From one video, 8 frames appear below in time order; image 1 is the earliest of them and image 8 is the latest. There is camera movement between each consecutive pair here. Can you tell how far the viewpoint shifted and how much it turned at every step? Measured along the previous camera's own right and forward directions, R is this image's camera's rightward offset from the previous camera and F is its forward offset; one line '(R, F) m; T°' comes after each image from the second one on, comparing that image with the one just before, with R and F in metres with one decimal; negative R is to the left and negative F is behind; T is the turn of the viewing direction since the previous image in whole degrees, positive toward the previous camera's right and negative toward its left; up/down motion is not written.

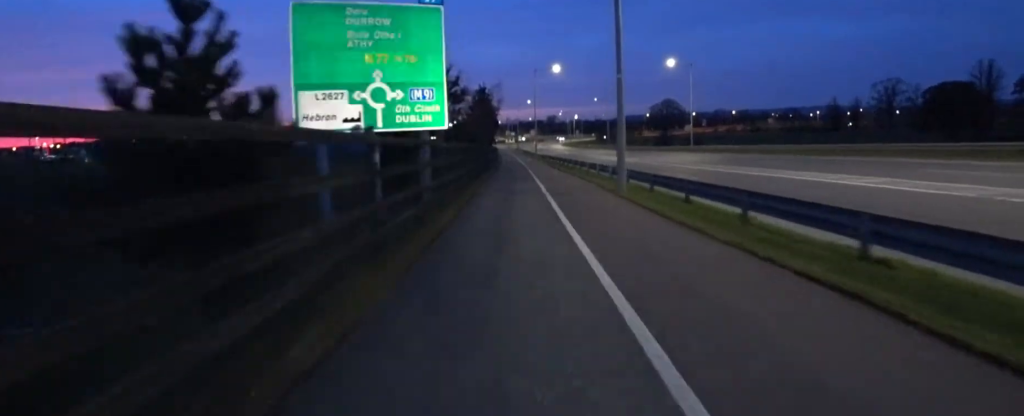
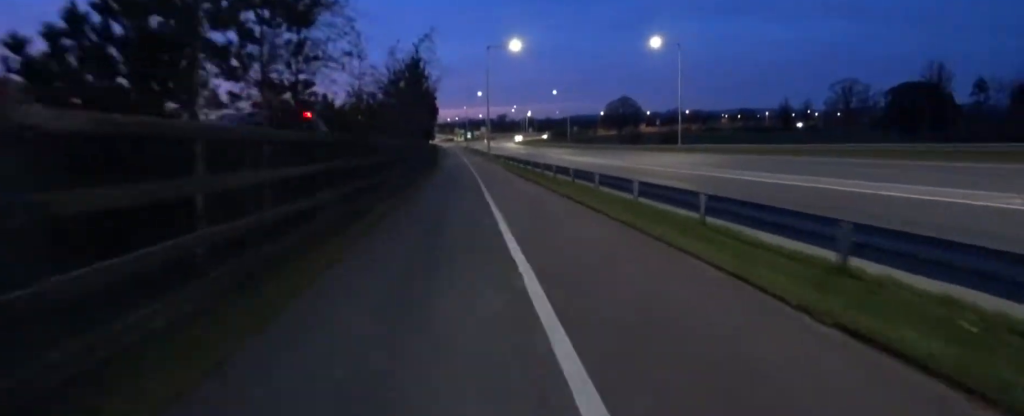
(+0.6, +10.8) m; -2°
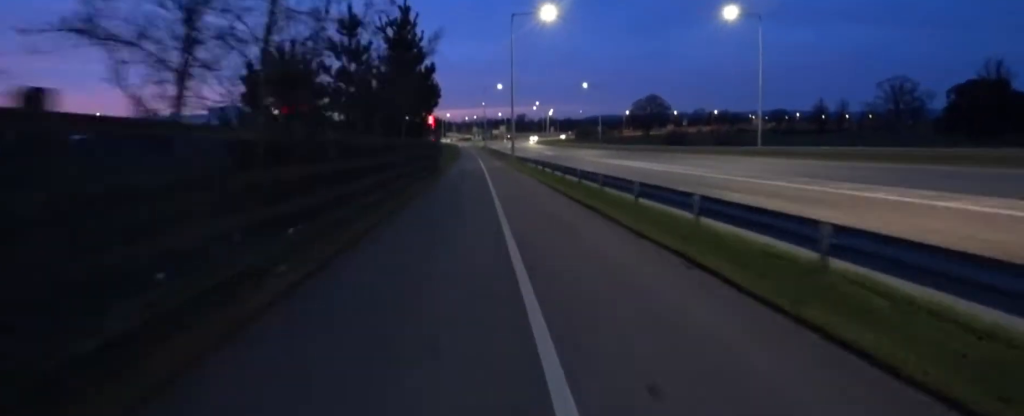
(-0.7, +9.6) m; -4°
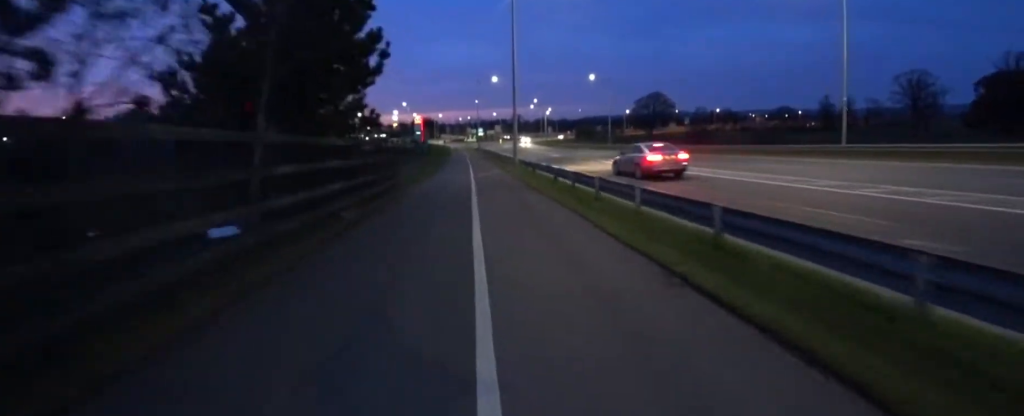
(0.0, +9.2) m; 0°
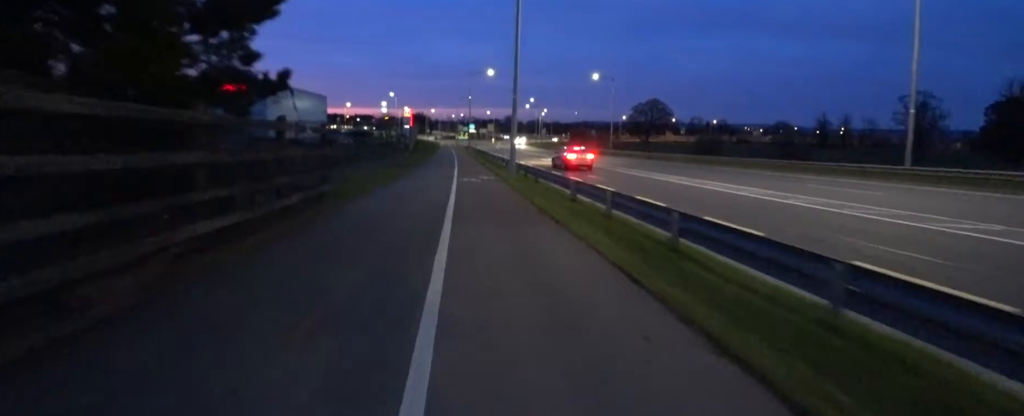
(0.0, +4.7) m; 0°
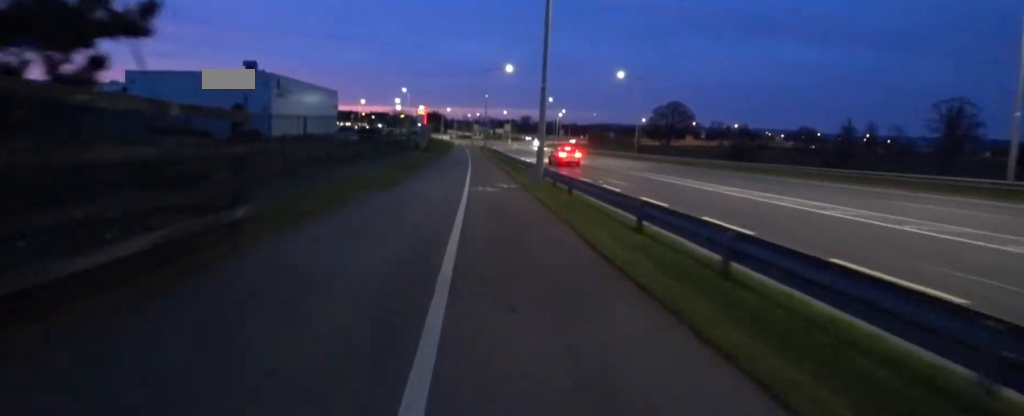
(0.0, +3.3) m; 0°
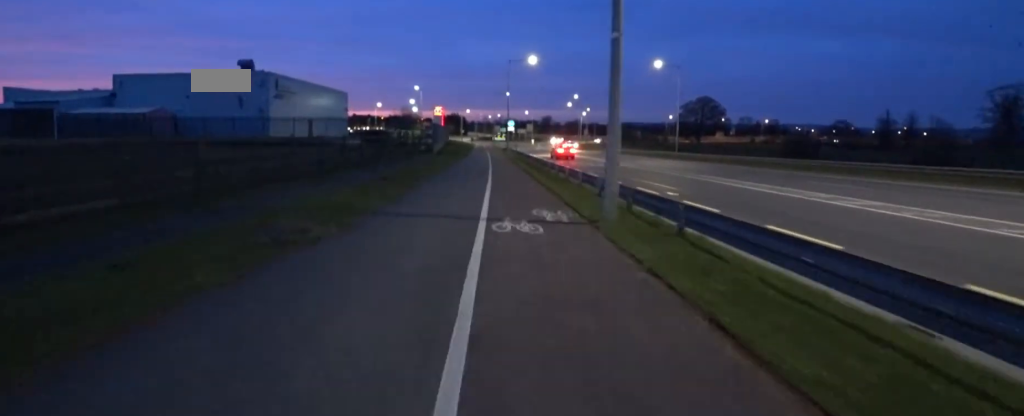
(0.0, +5.4) m; 0°
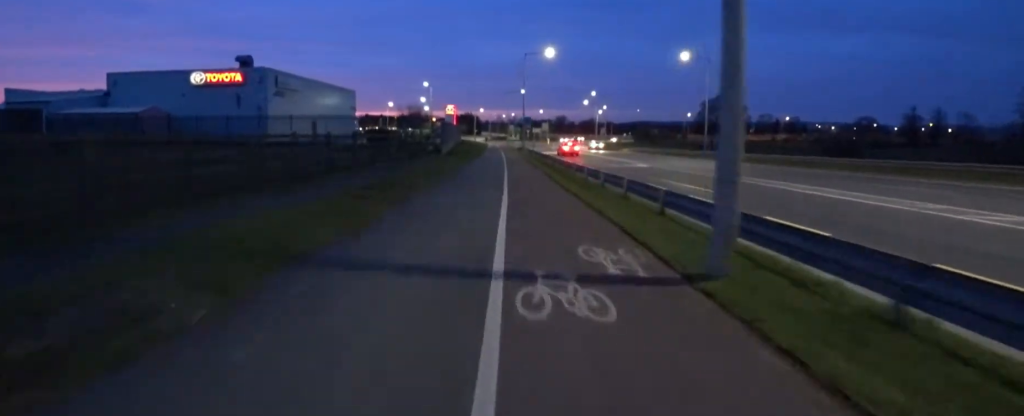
(0.0, +3.0) m; 0°
